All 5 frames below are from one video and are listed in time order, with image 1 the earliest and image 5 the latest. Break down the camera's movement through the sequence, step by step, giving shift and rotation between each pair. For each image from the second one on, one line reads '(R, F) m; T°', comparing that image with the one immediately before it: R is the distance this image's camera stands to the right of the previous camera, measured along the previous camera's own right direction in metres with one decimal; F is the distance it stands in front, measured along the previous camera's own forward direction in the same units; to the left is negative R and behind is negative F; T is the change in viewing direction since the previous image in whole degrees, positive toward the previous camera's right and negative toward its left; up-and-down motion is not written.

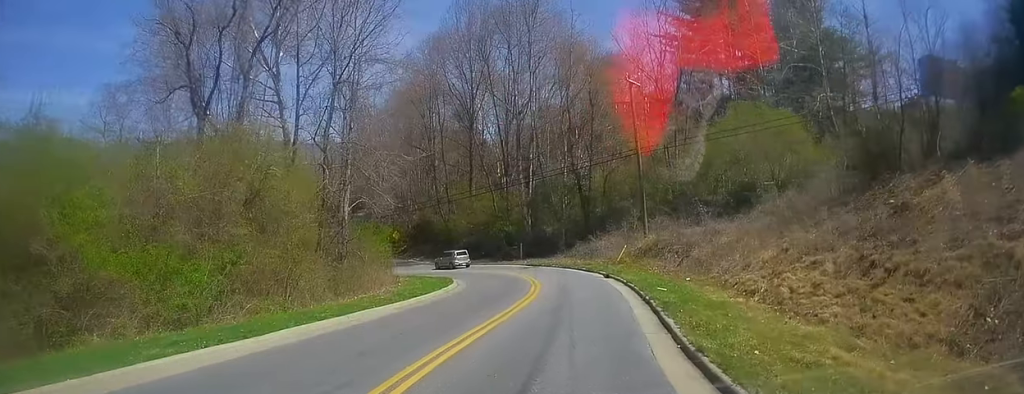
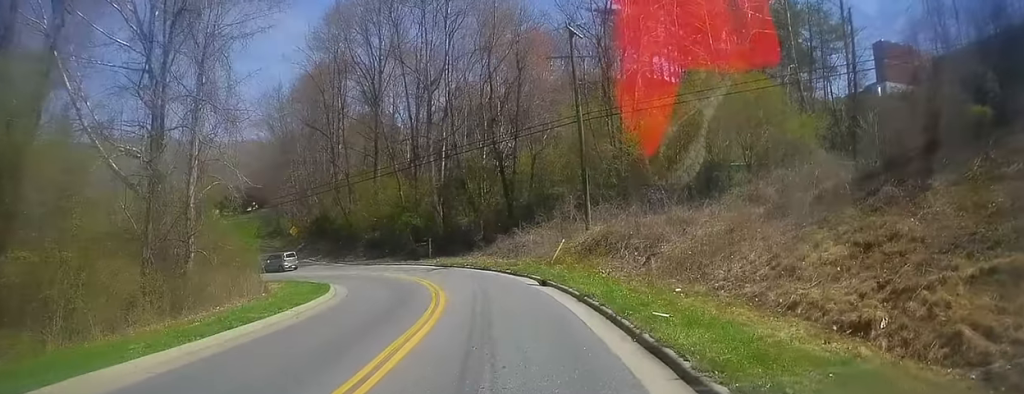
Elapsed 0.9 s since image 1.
(+1.3, +10.7) m; +9°
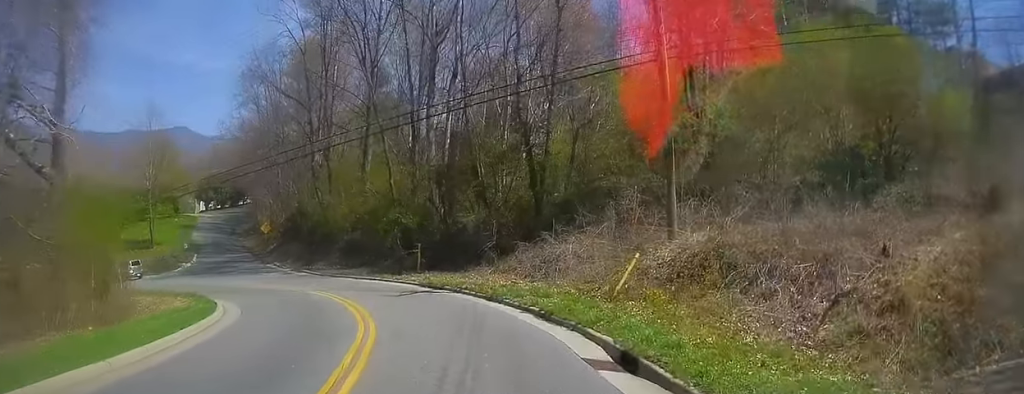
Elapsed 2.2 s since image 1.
(+0.4, +15.0) m; -5°
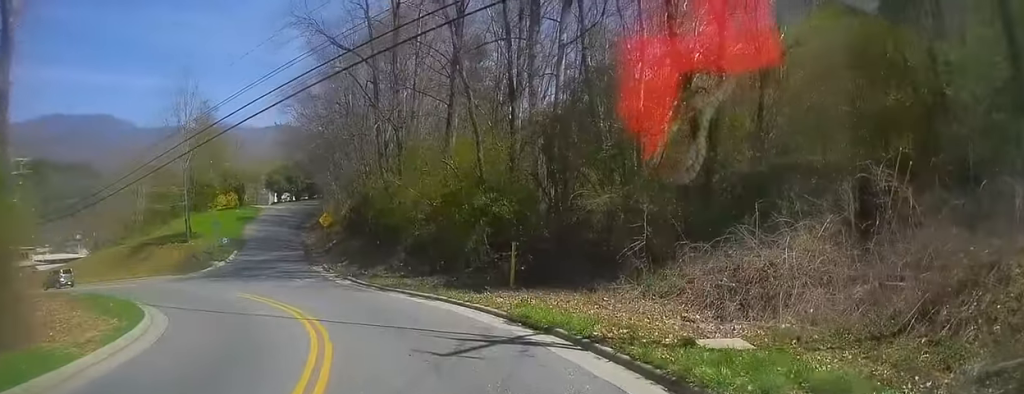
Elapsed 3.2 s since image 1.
(-1.2, +12.3) m; -9°
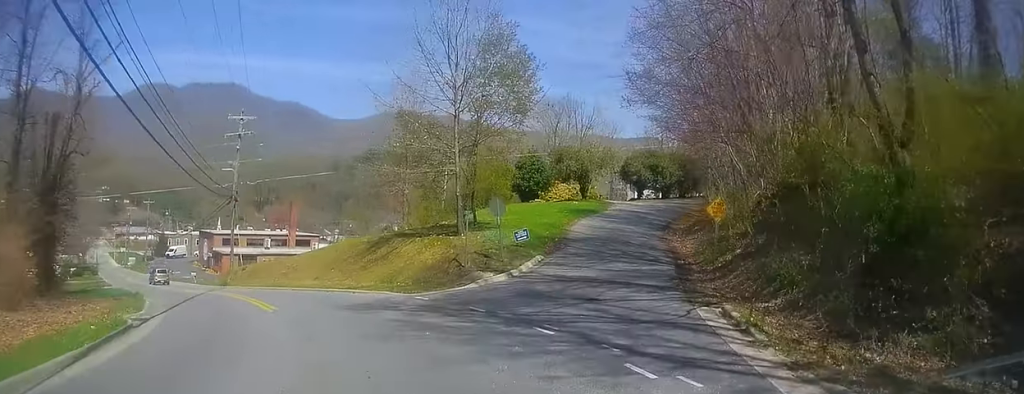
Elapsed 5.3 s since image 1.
(-3.4, +22.3) m; -24°
